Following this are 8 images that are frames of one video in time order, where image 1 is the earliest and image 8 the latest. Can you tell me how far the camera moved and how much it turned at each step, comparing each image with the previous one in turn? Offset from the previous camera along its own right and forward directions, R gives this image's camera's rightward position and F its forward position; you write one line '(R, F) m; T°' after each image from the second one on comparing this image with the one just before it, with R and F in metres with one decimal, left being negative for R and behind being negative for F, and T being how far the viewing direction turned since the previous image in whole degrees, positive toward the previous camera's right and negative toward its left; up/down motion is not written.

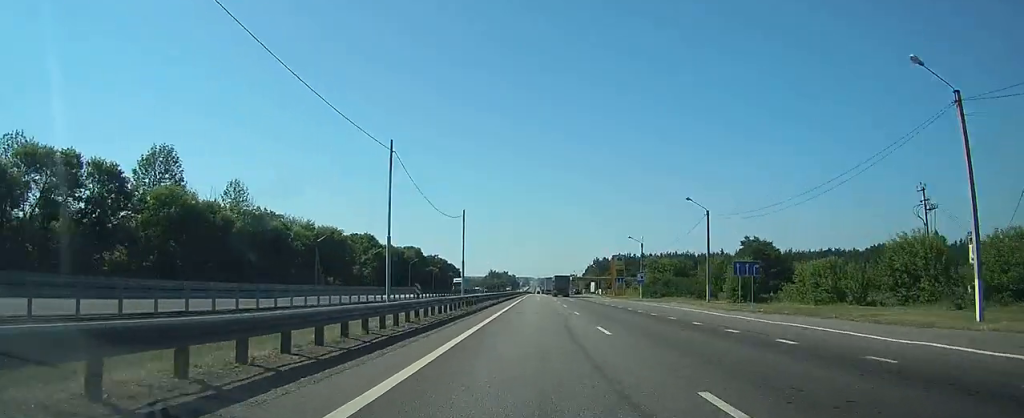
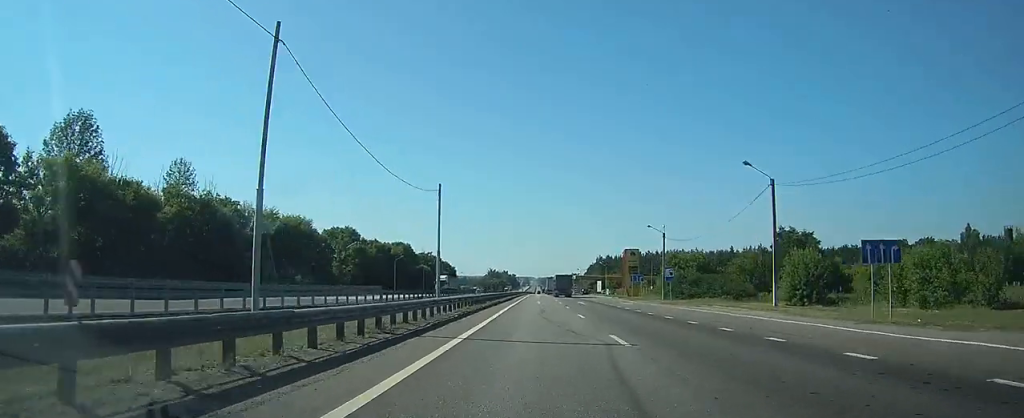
(0.0, +15.4) m; 0°
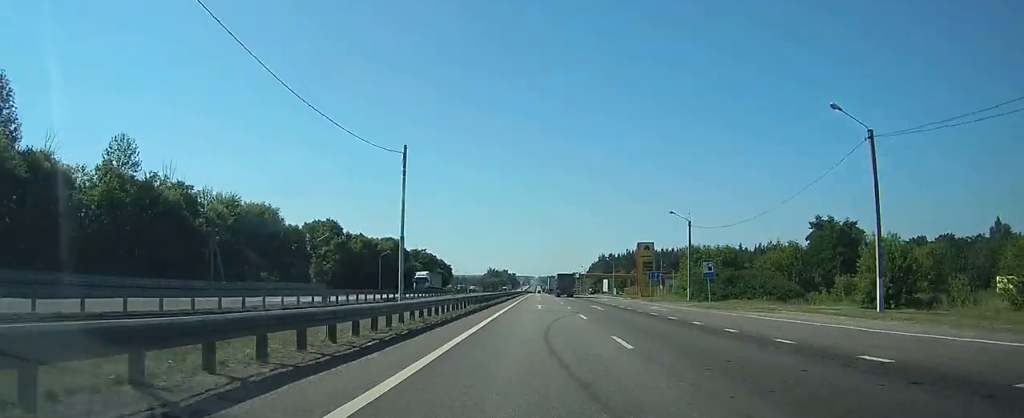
(0.0, +12.3) m; 0°
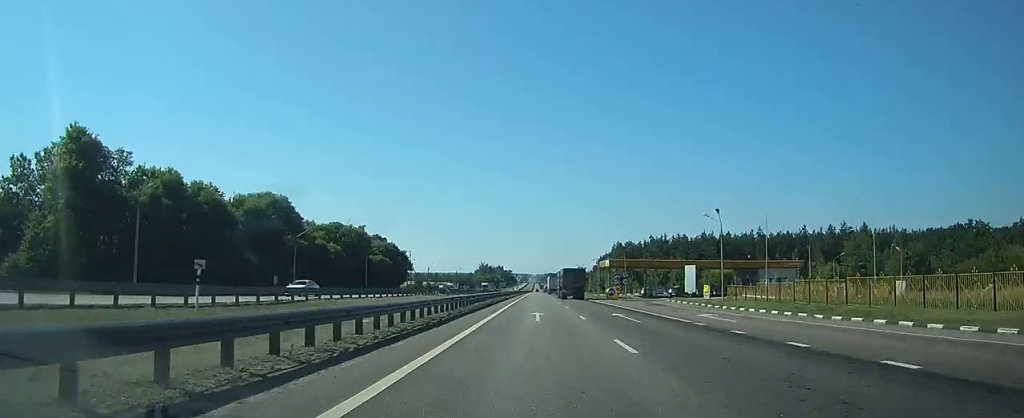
(0.0, +68.0) m; 0°
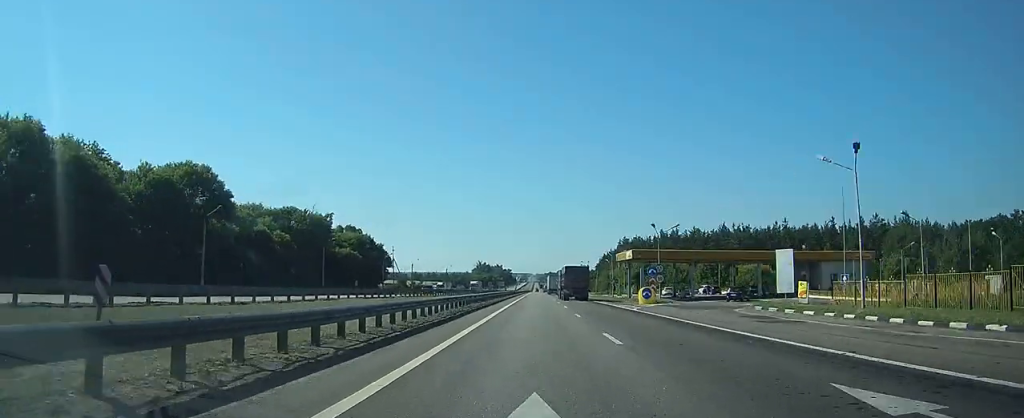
(0.0, +18.9) m; 0°
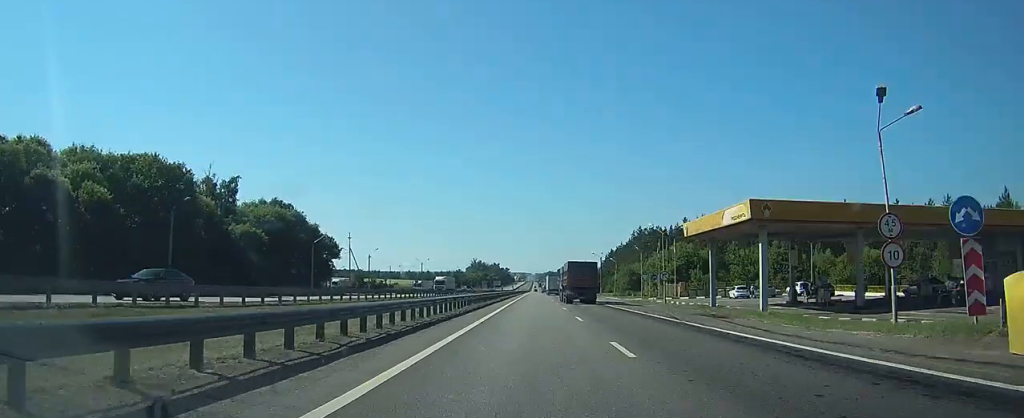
(+0.1, +35.5) m; 0°
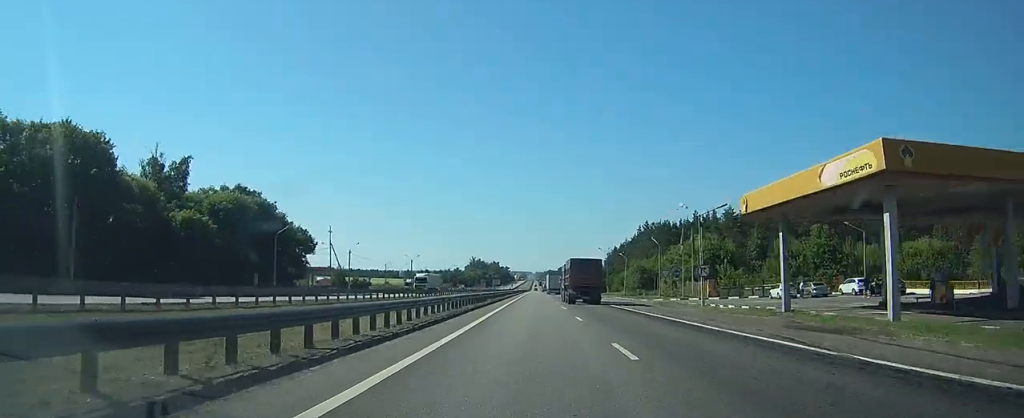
(0.0, +13.9) m; 0°
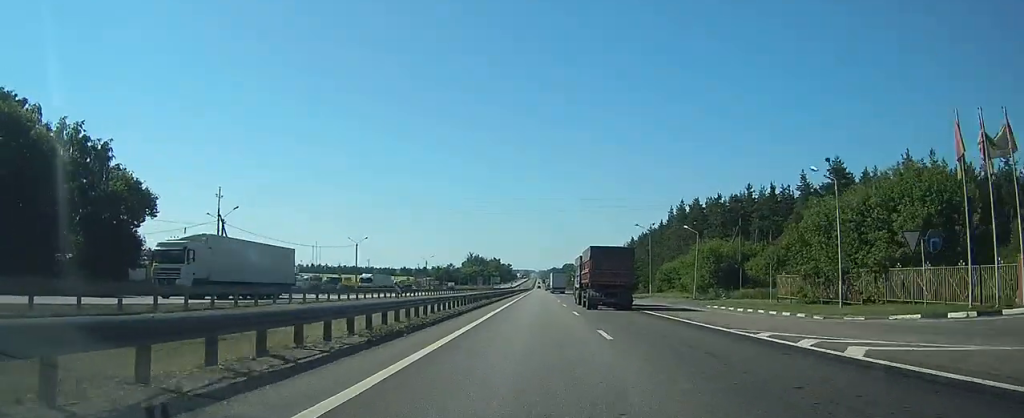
(-0.2, +49.5) m; 0°
